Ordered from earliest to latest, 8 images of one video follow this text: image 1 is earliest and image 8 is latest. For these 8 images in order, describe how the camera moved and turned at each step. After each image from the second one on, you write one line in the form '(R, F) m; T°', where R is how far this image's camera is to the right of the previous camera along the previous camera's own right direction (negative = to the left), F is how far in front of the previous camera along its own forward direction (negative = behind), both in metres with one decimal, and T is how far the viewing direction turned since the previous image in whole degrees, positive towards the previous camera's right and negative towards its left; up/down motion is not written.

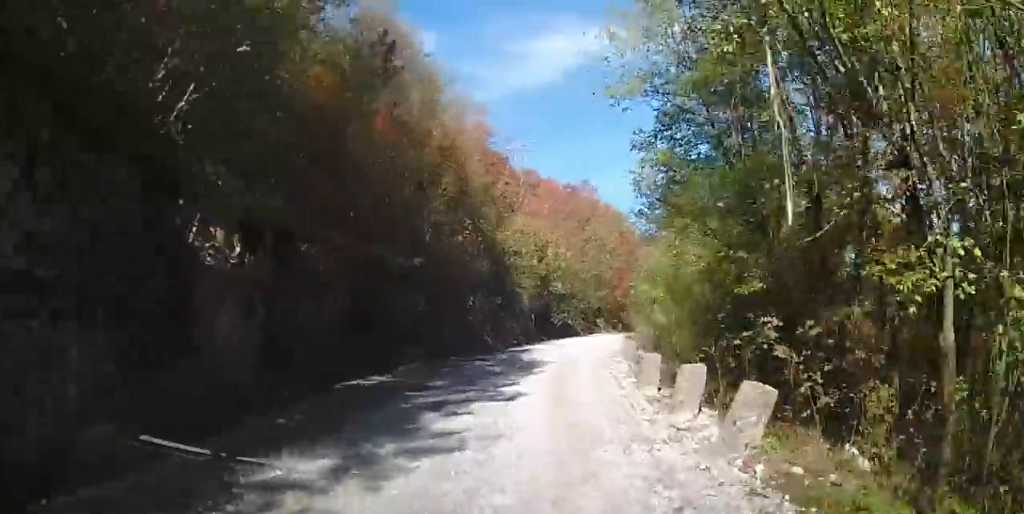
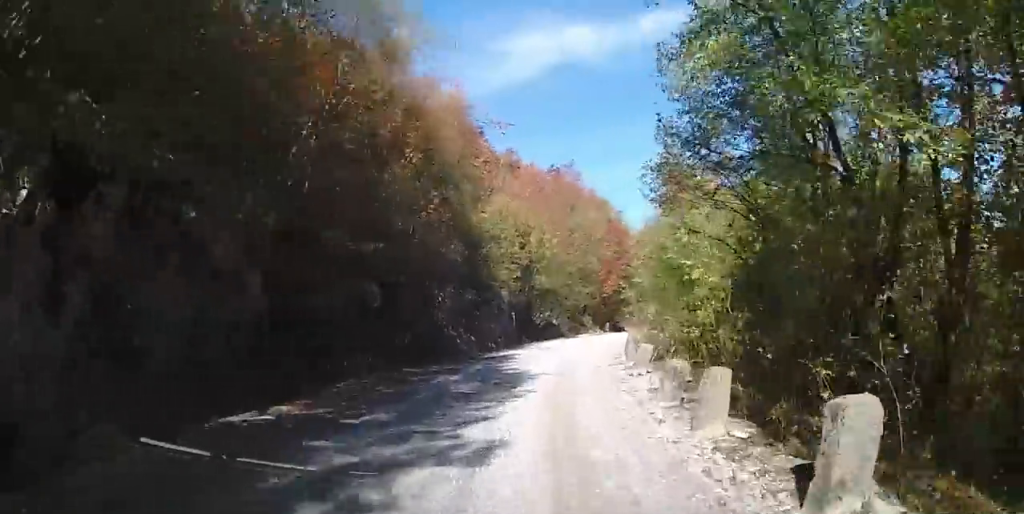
(+0.4, +4.2) m; +3°
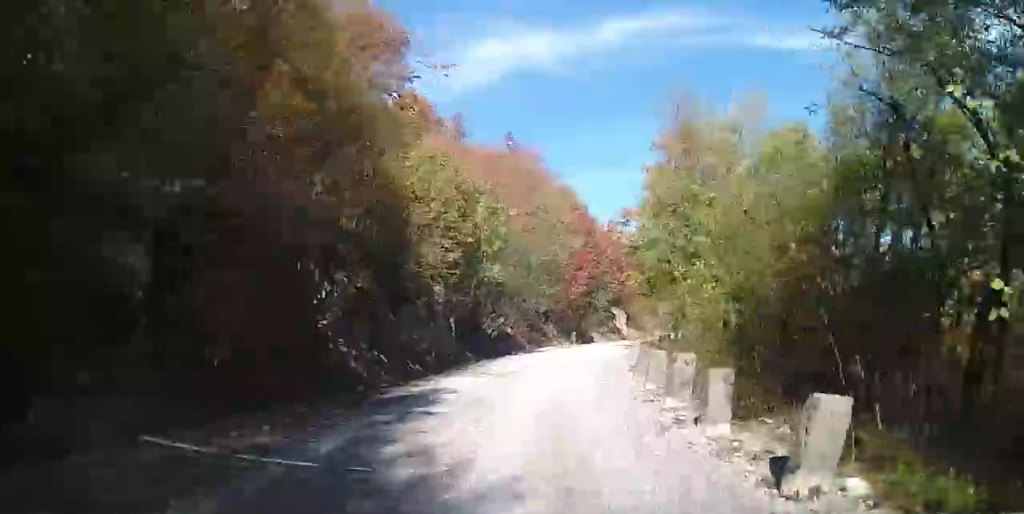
(+0.4, +9.1) m; +3°
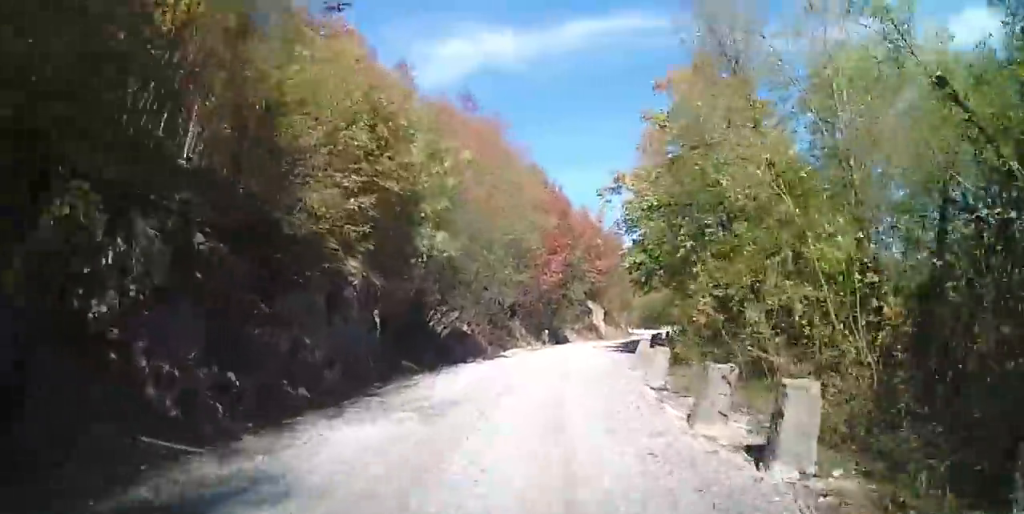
(+0.1, +6.7) m; +4°
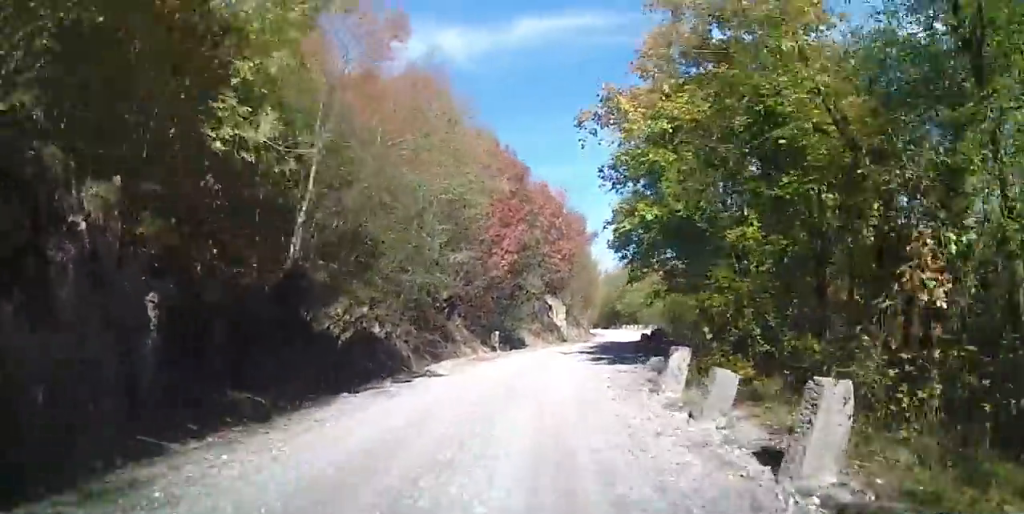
(+0.4, +7.6) m; +7°
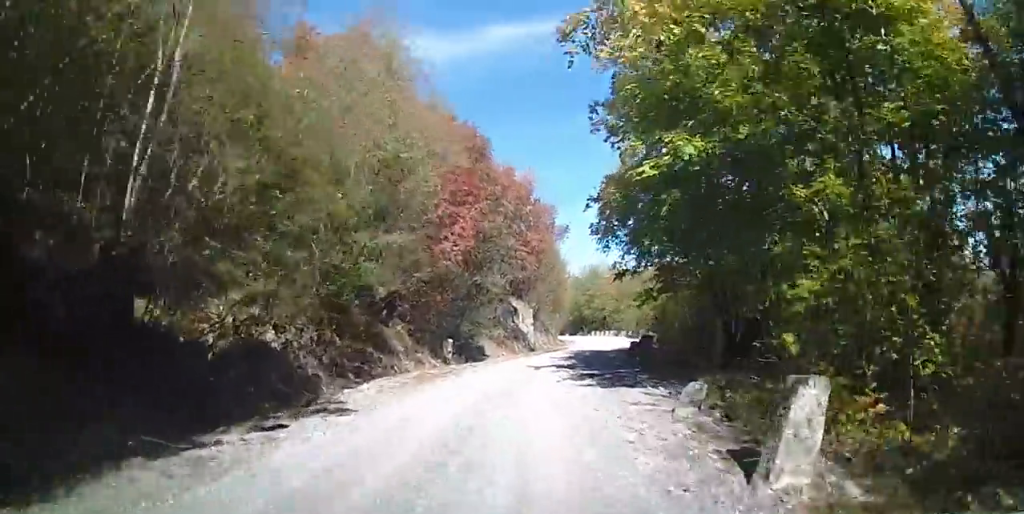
(+0.4, +5.0) m; +4°
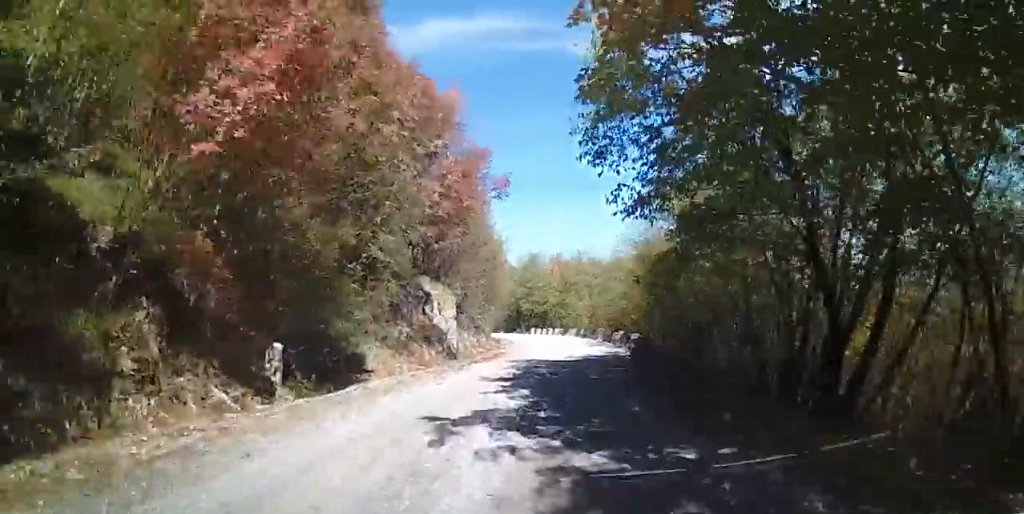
(+0.2, +10.3) m; +3°
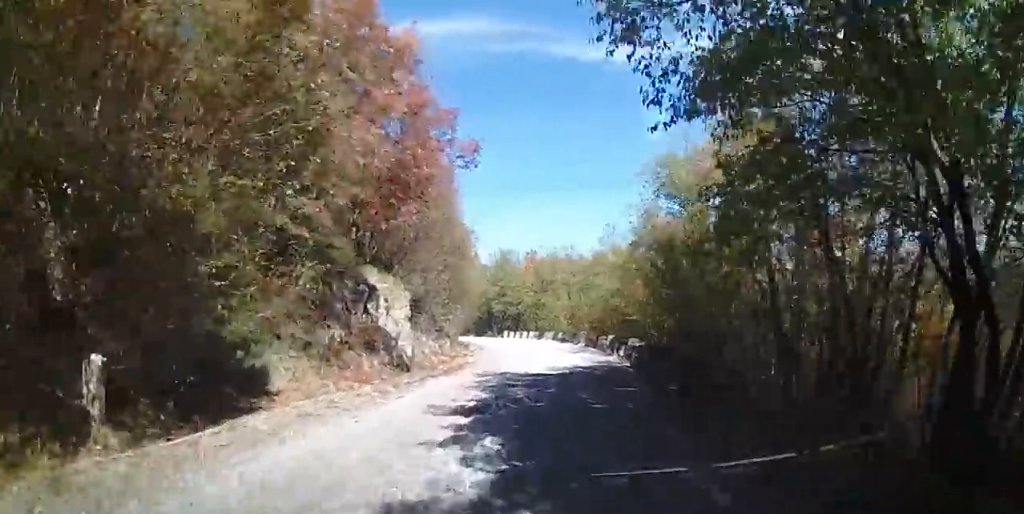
(+0.2, +4.2) m; 0°
